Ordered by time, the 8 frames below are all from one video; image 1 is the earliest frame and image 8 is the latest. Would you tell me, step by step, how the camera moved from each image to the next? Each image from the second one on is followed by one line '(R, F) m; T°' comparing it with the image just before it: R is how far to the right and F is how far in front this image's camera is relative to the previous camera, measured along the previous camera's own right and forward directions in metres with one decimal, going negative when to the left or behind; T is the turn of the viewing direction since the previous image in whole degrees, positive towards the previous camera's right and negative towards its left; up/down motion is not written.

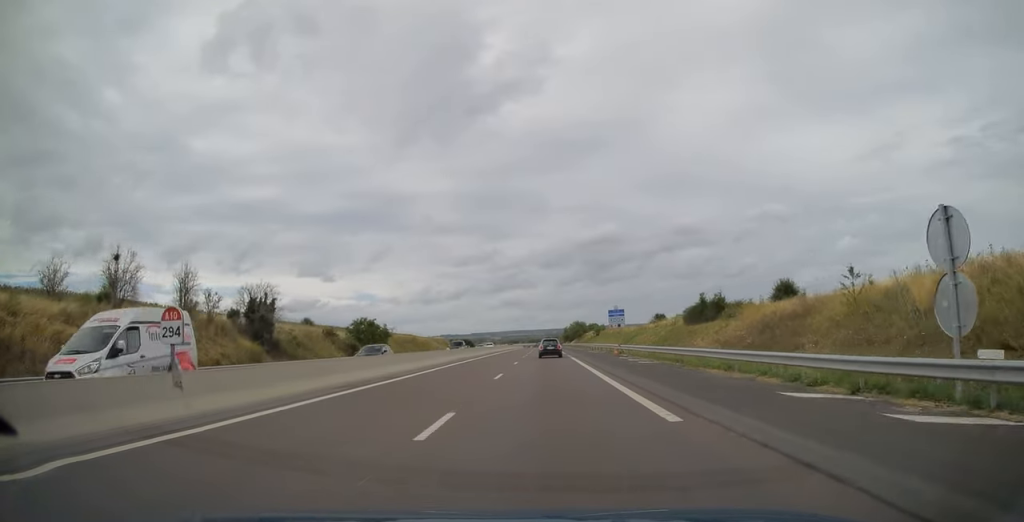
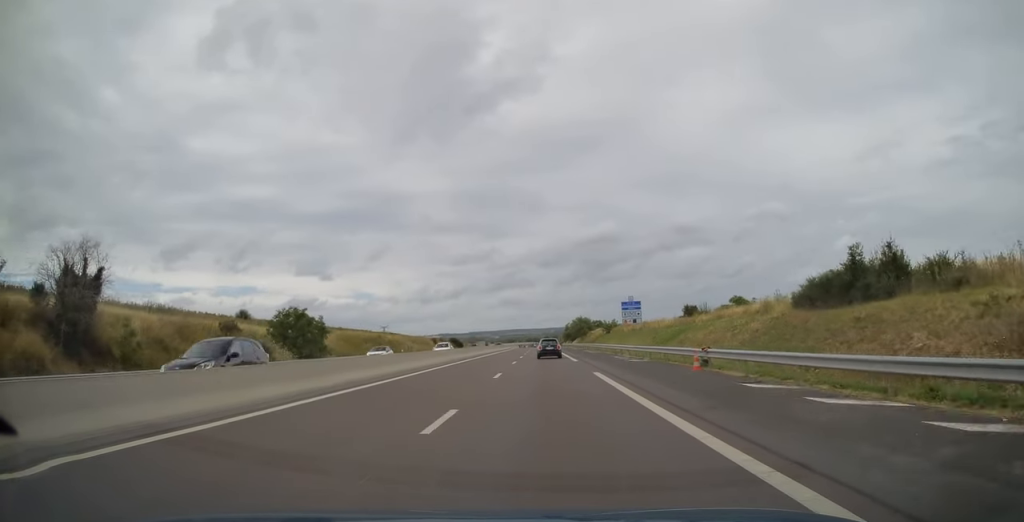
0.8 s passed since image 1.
(+0.1, +25.3) m; 0°
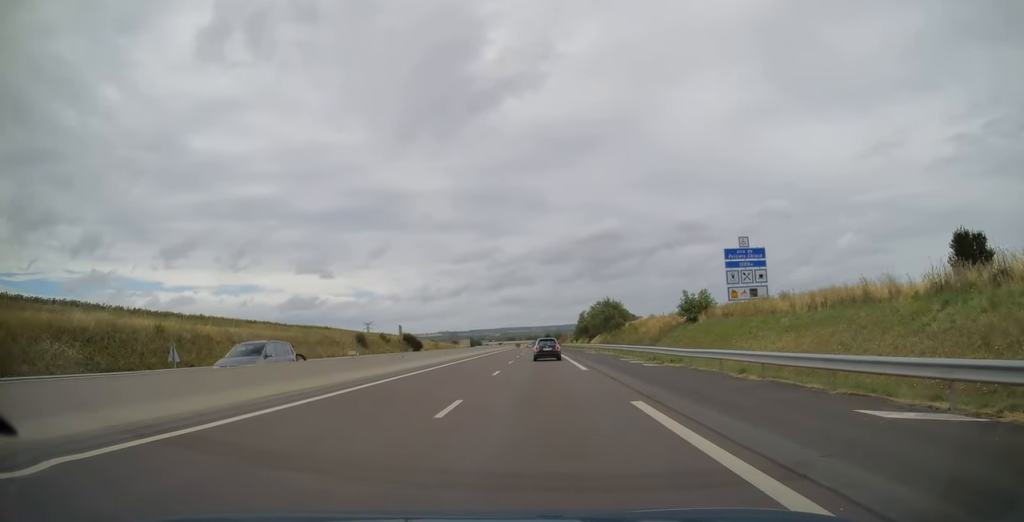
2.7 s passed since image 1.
(0.0, +62.9) m; 0°
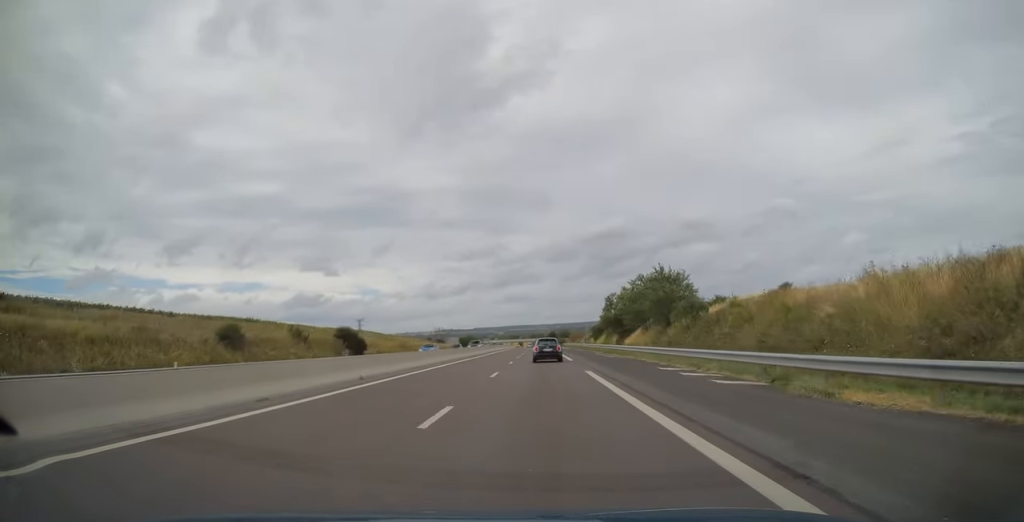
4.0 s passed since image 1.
(0.0, +39.8) m; 0°
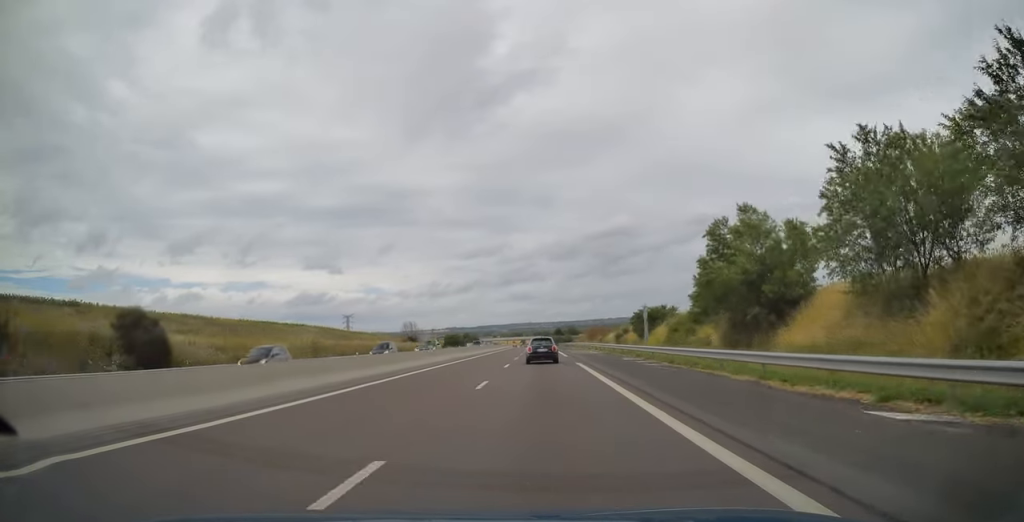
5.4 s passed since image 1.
(-0.1, +44.0) m; 0°
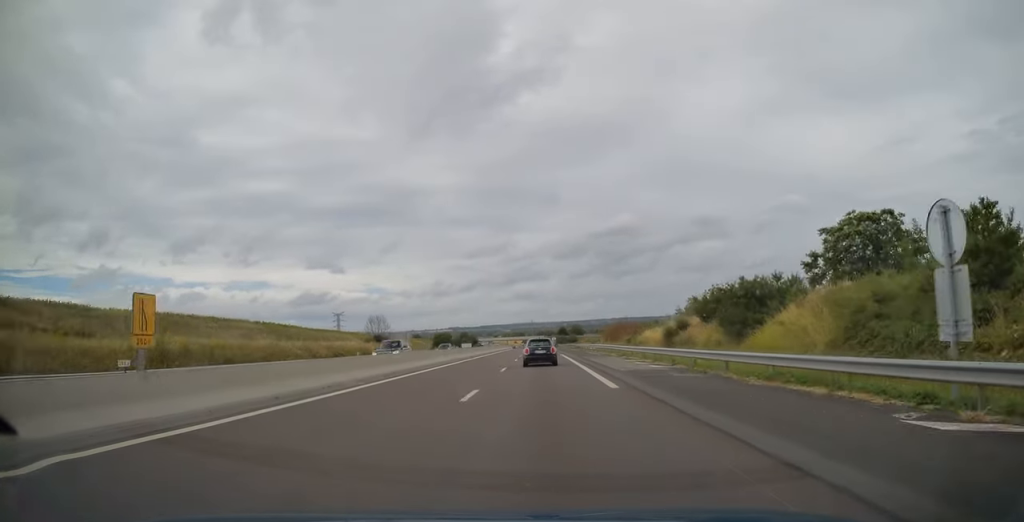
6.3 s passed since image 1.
(-0.1, +28.6) m; 0°
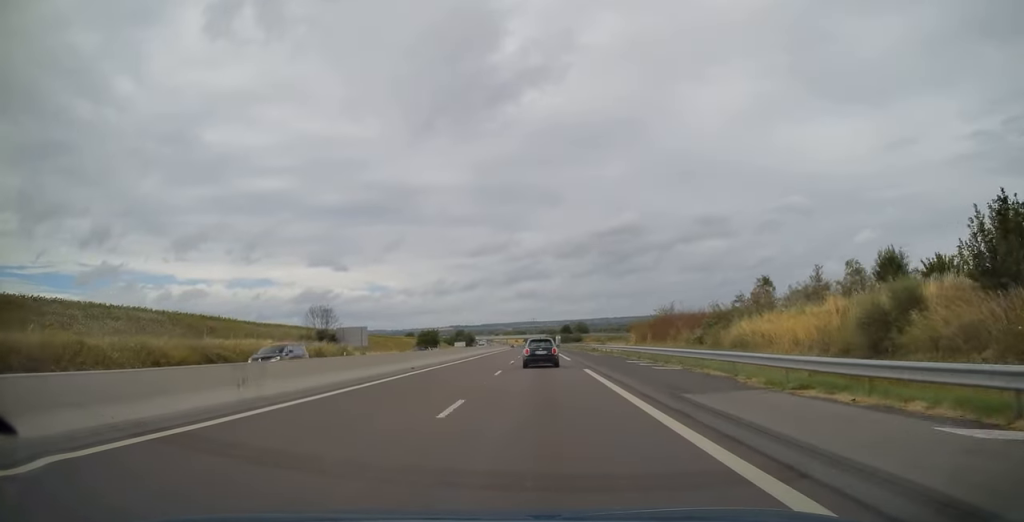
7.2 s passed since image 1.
(-0.1, +28.6) m; 0°
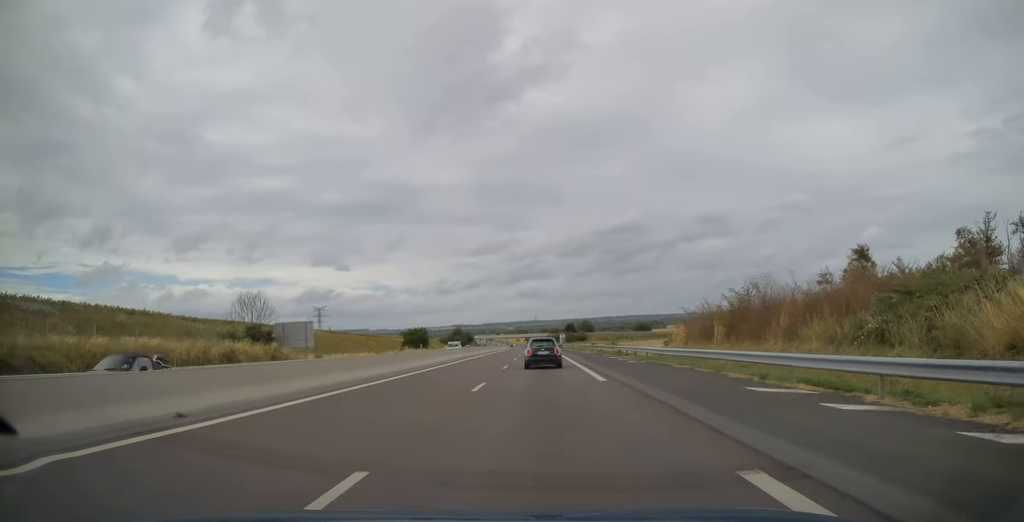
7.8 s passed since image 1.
(0.0, +20.2) m; 0°
